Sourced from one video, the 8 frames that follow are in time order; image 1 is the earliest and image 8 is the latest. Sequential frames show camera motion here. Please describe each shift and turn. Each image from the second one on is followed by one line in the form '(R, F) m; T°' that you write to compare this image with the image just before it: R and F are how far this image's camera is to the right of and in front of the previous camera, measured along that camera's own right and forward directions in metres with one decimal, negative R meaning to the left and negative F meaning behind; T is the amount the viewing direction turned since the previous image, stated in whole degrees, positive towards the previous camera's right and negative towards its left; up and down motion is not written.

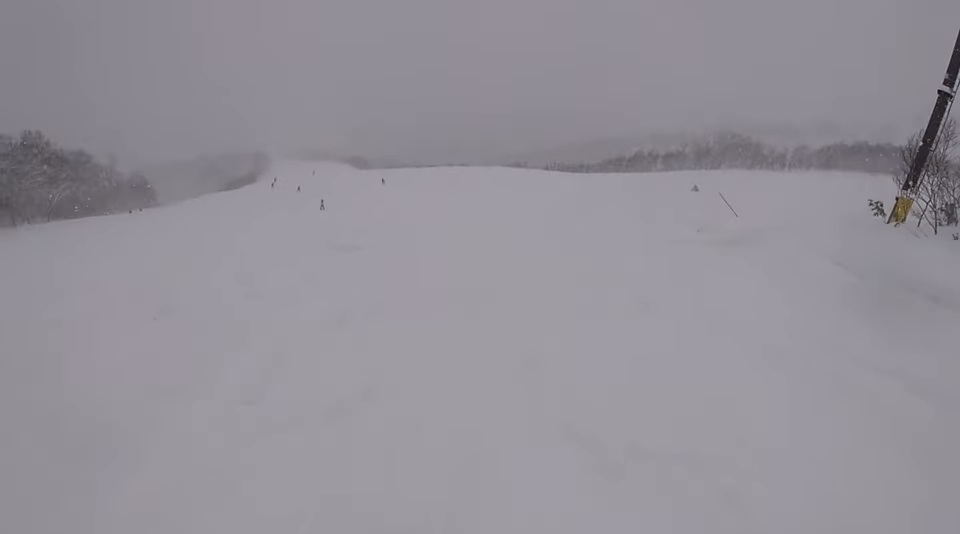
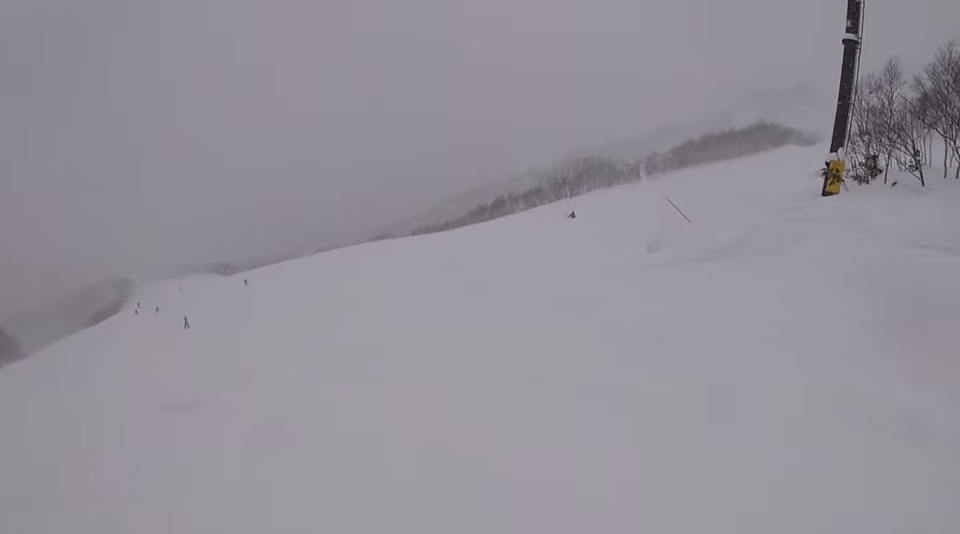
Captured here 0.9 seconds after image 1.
(-0.9, +5.4) m; 0°
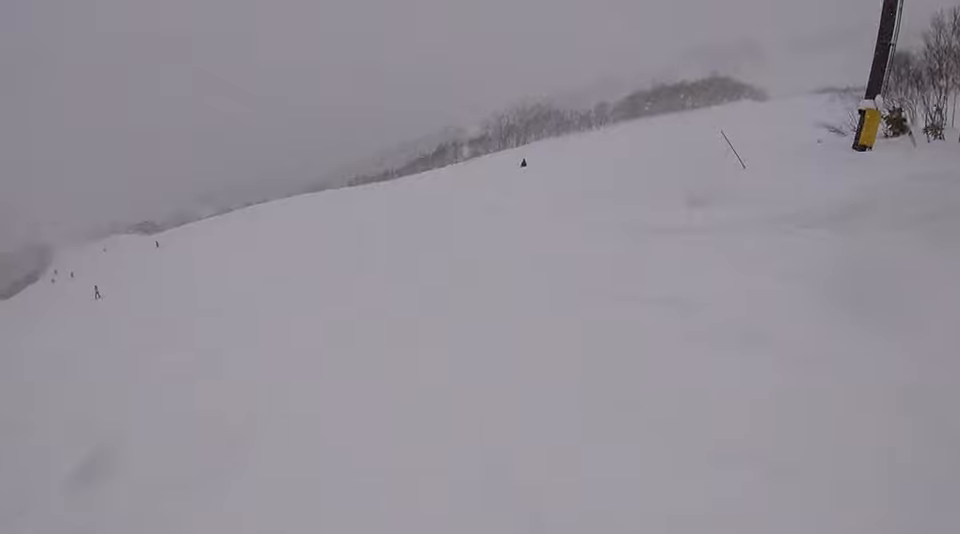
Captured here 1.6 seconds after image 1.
(+0.6, +5.3) m; +6°
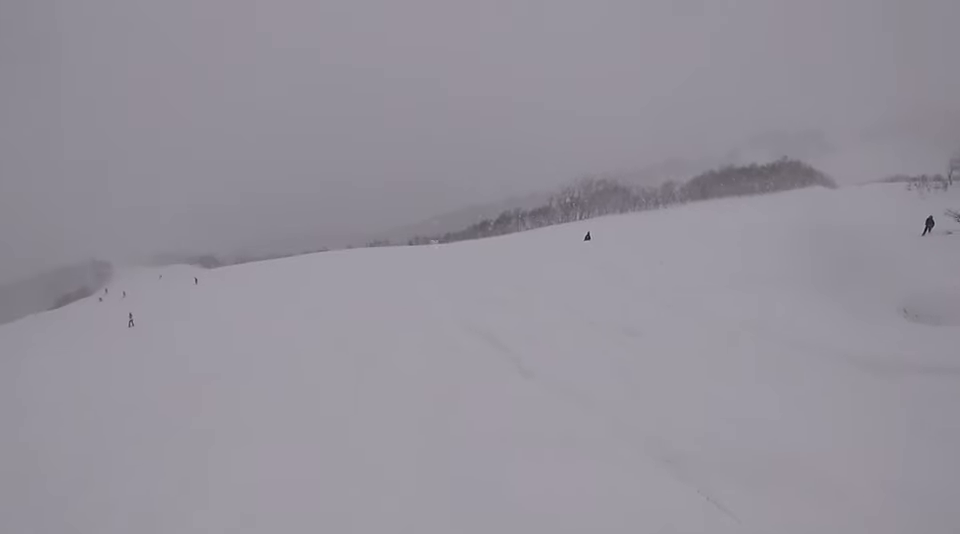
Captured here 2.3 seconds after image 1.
(+0.3, +4.9) m; -1°
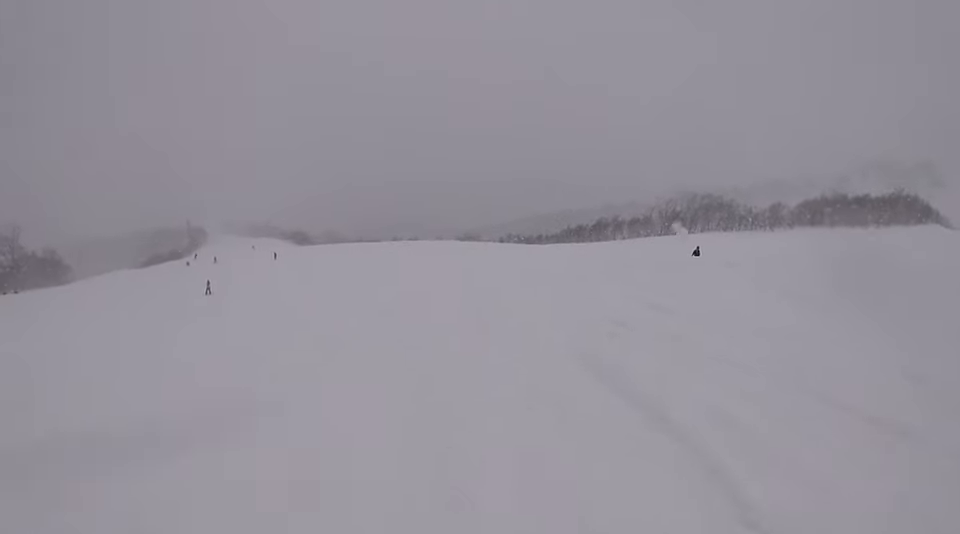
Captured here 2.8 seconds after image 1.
(+0.4, +4.0) m; -9°
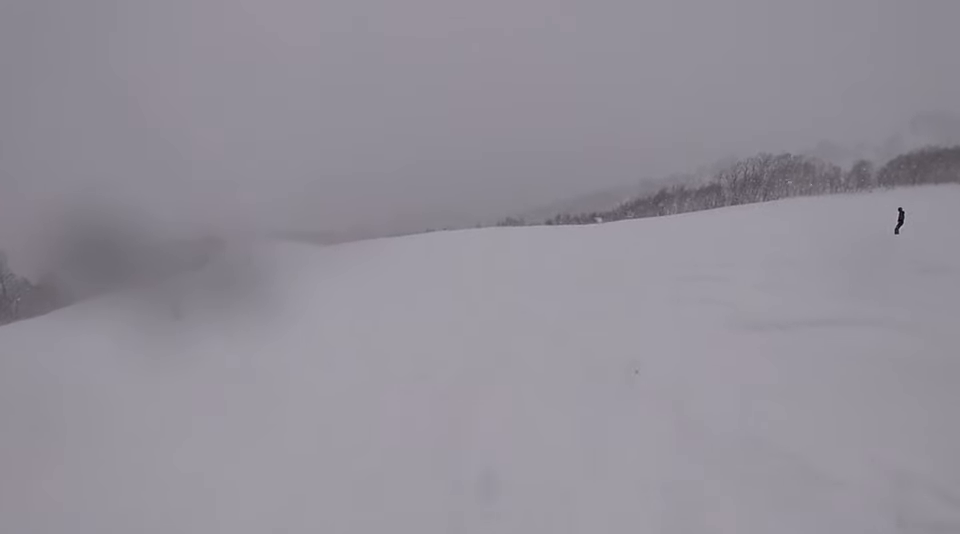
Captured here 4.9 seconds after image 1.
(-2.5, +17.4) m; -7°
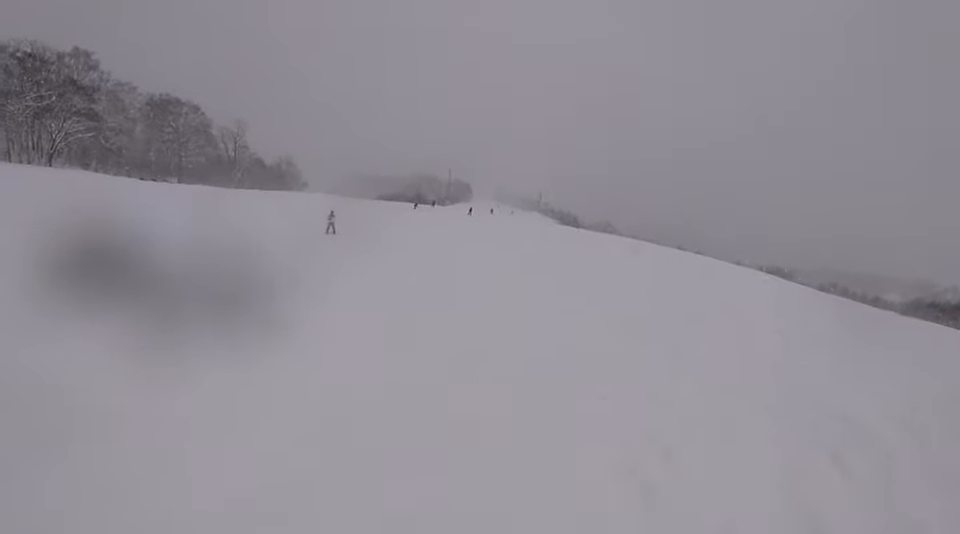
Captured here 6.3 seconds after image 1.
(-2.0, +13.8) m; -17°
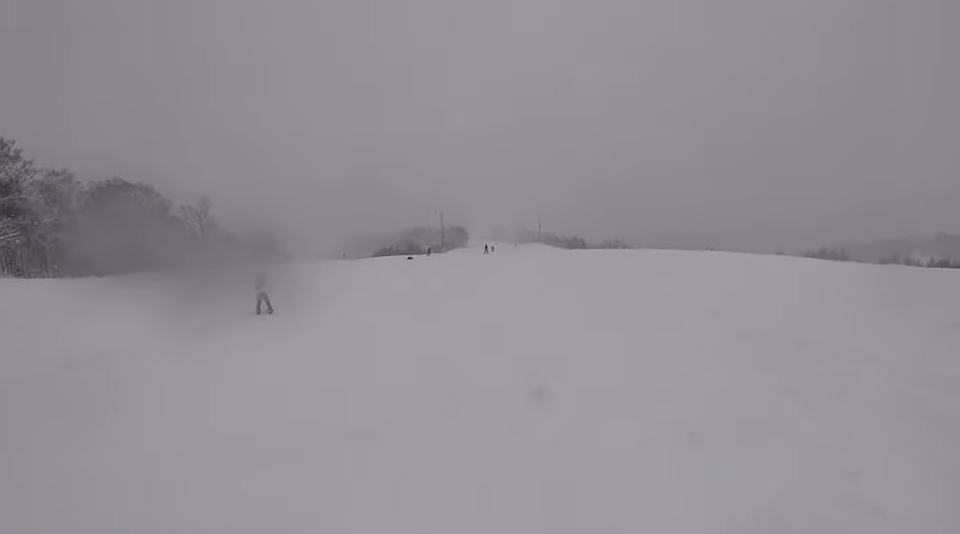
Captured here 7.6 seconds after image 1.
(-1.1, +14.2) m; -3°
